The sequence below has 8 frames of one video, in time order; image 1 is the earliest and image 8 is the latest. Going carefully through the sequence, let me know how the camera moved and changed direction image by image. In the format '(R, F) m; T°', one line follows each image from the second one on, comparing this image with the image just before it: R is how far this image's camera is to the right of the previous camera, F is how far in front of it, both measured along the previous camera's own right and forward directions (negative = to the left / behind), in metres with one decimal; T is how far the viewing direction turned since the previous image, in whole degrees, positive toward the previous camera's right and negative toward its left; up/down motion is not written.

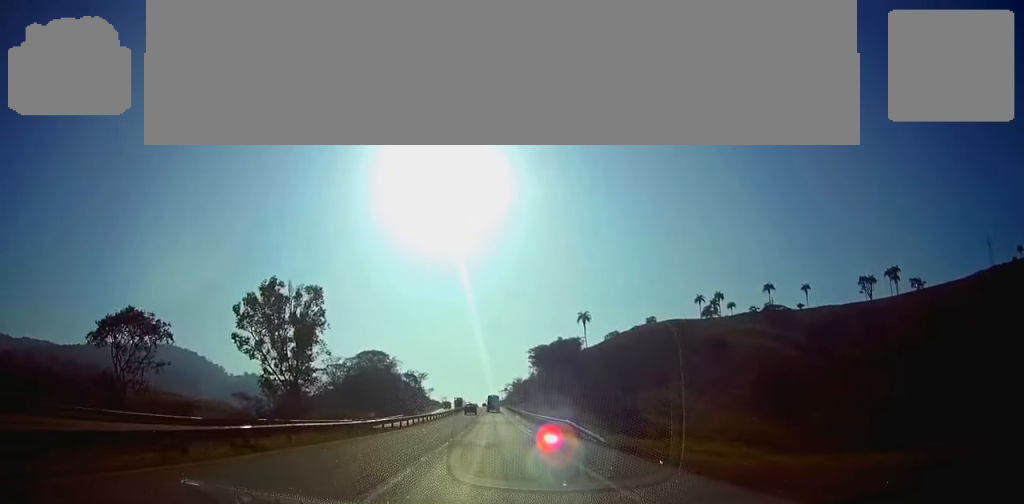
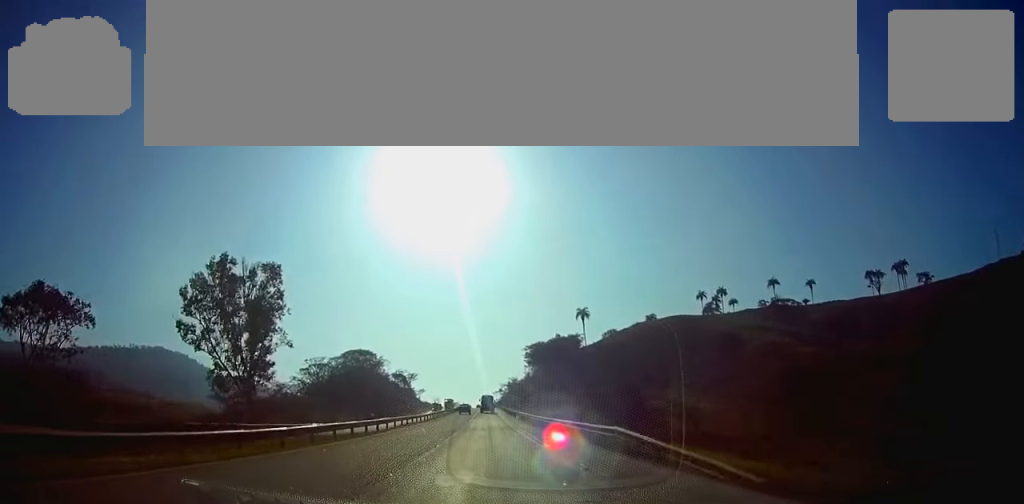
(0.0, +15.7) m; 0°
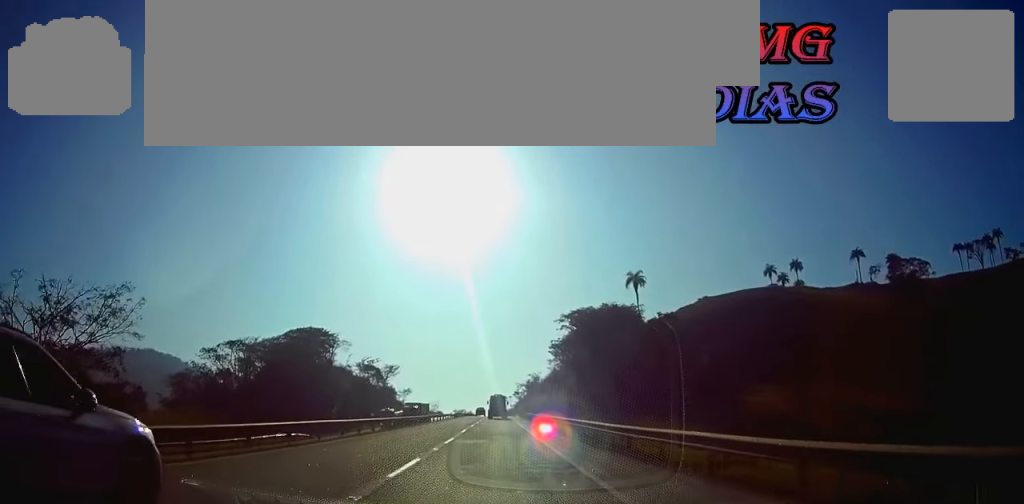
(-0.3, +83.8) m; -1°
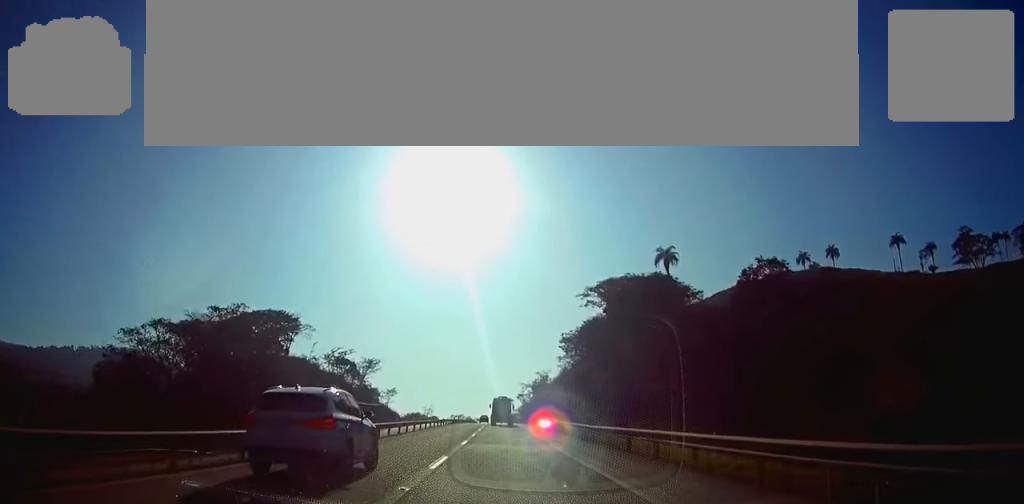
(+0.1, +33.6) m; 0°
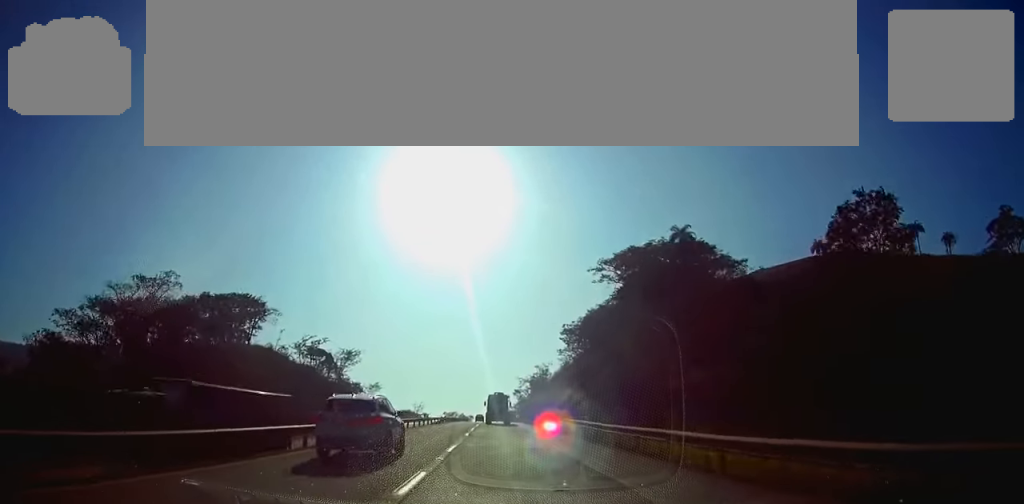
(0.0, +17.8) m; 0°
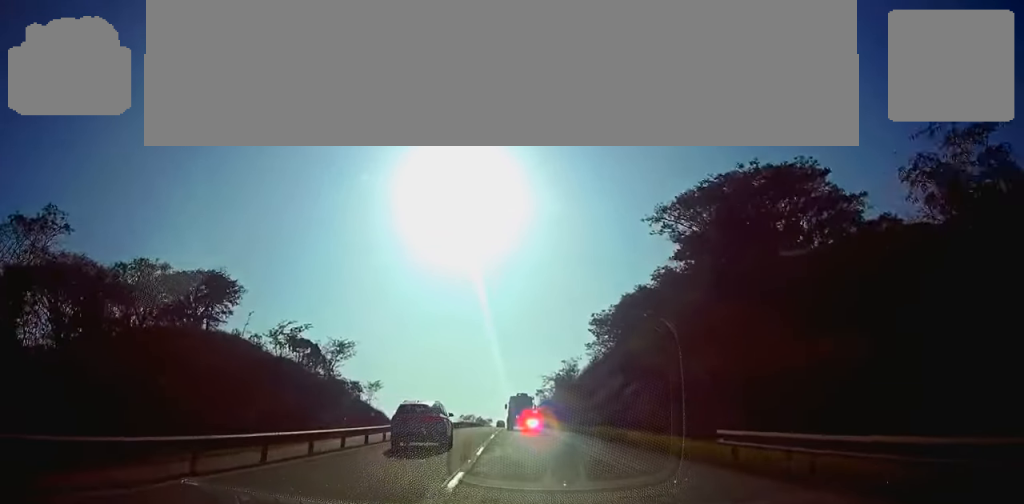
(-0.1, +22.7) m; -1°
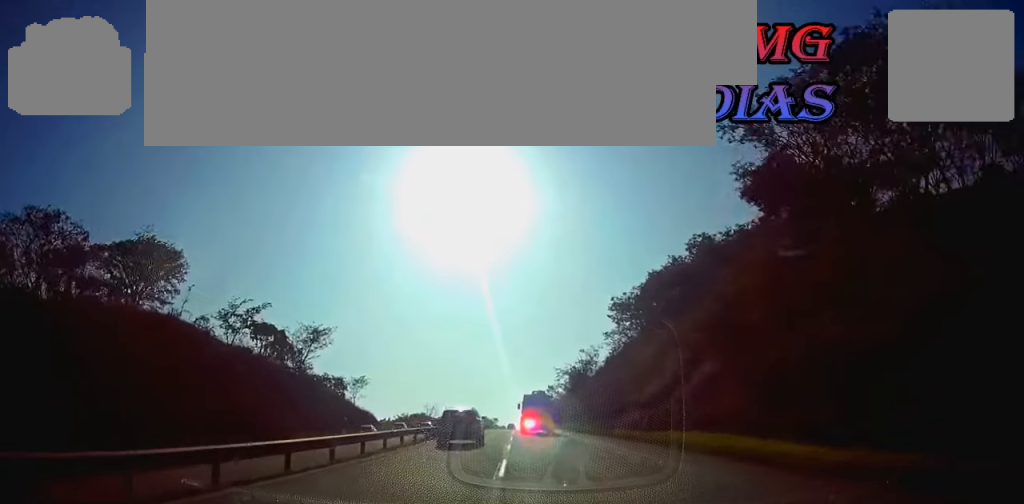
(-0.1, +20.8) m; -1°
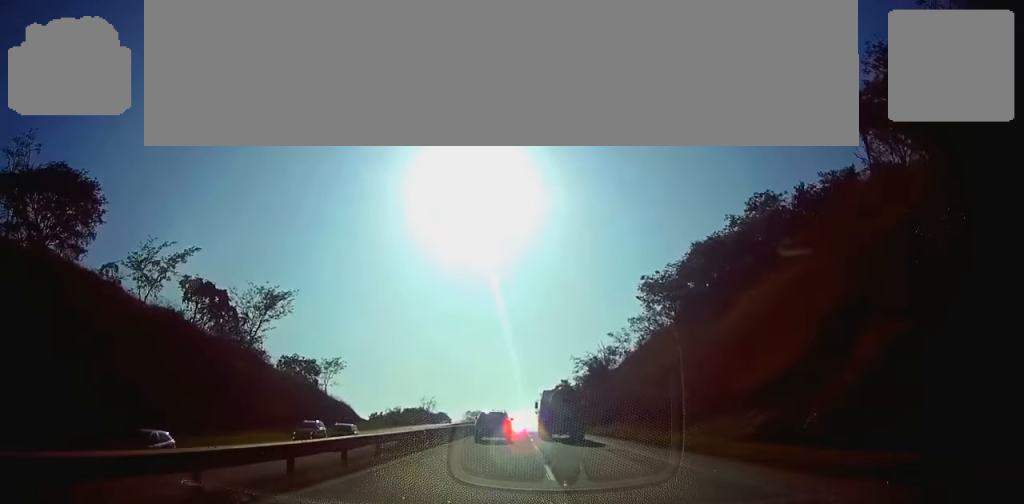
(-0.2, +22.8) m; 0°
